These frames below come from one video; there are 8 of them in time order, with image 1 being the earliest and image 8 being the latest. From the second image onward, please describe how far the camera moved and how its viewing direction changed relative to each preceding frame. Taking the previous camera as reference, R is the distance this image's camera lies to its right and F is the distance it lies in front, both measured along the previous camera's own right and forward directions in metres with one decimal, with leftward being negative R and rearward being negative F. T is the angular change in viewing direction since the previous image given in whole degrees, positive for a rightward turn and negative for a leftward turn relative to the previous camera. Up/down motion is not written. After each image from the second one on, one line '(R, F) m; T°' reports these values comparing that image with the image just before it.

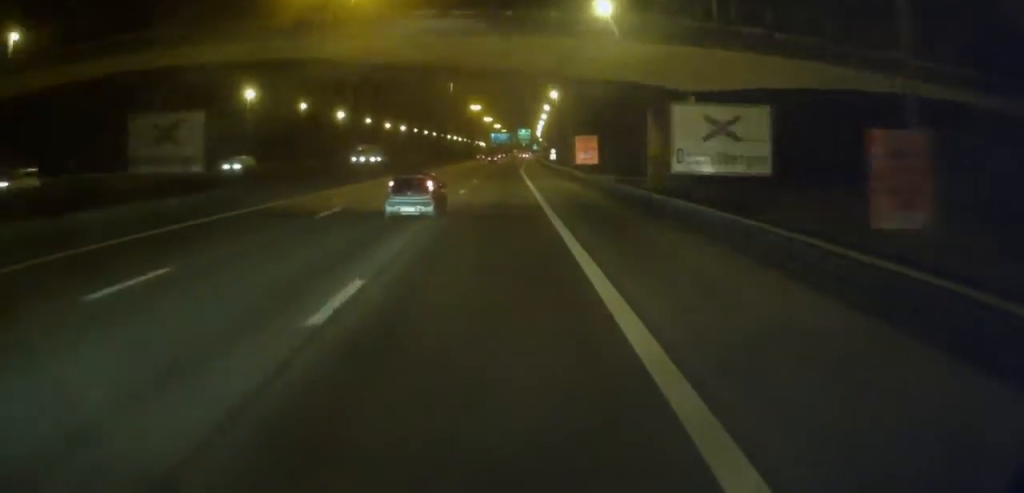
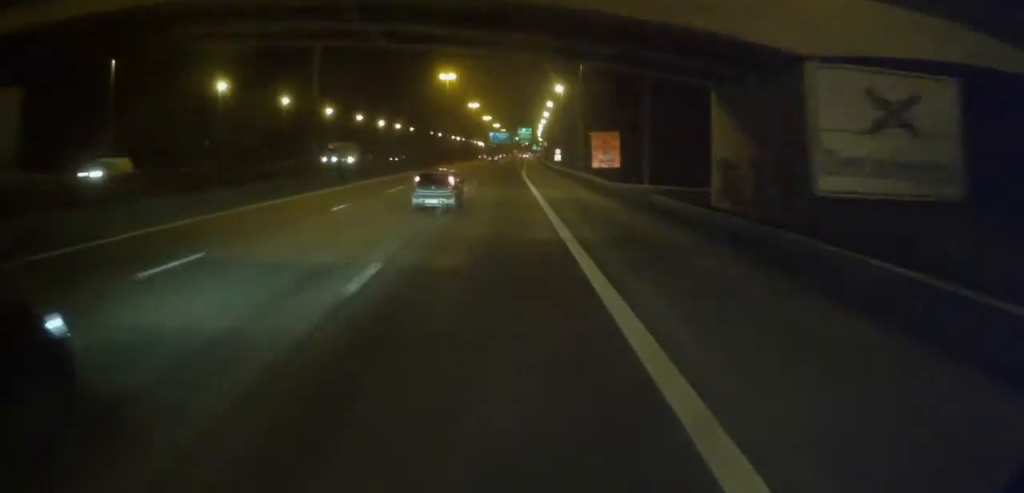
(-0.1, +11.0) m; 0°
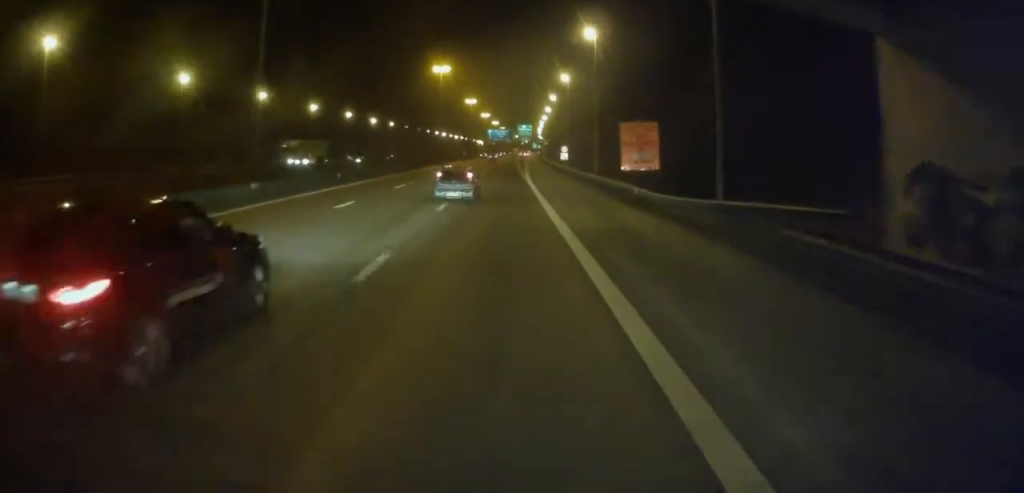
(-0.1, +11.7) m; 0°
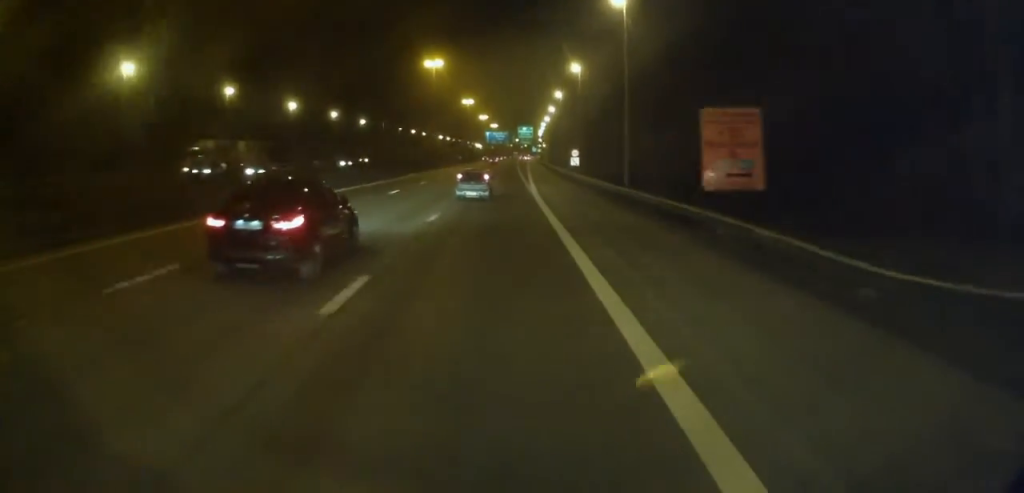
(+0.2, +14.1) m; +1°
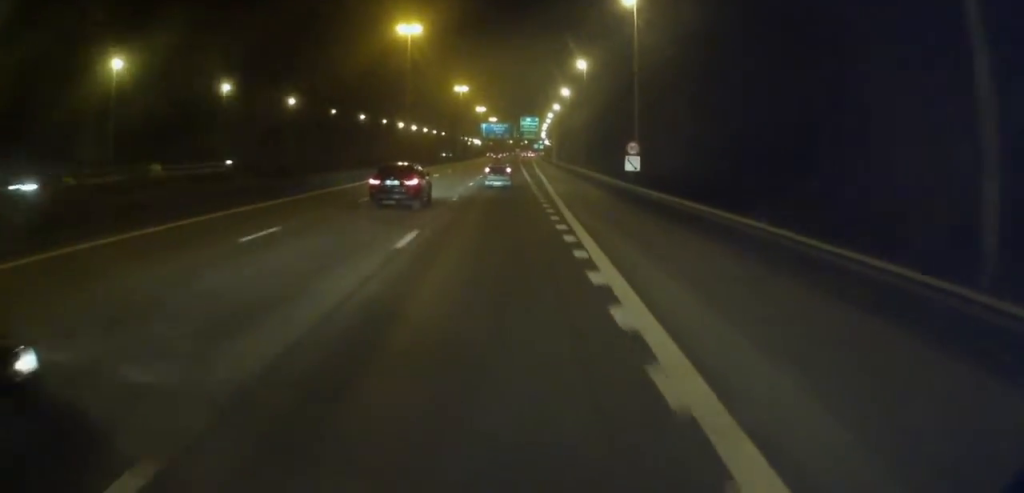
(+0.3, +32.0) m; 0°
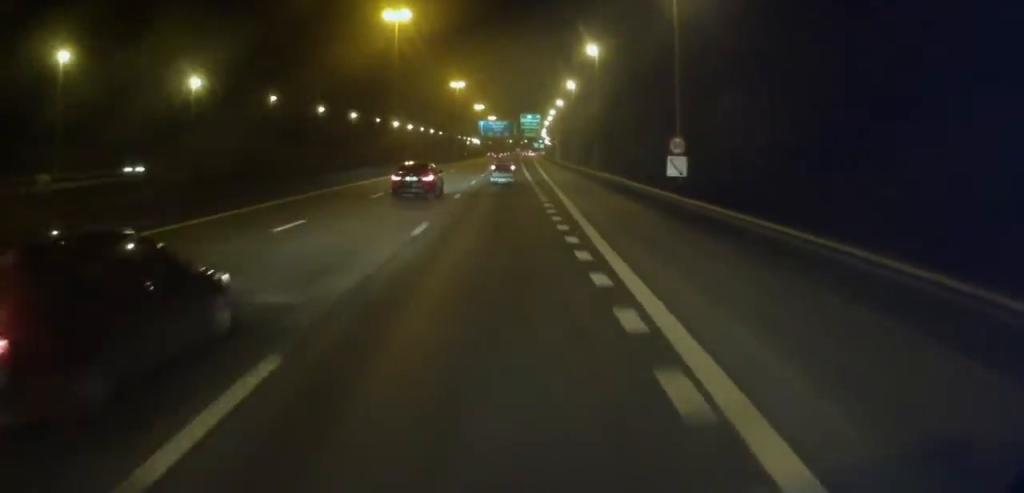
(-0.1, +10.2) m; 0°
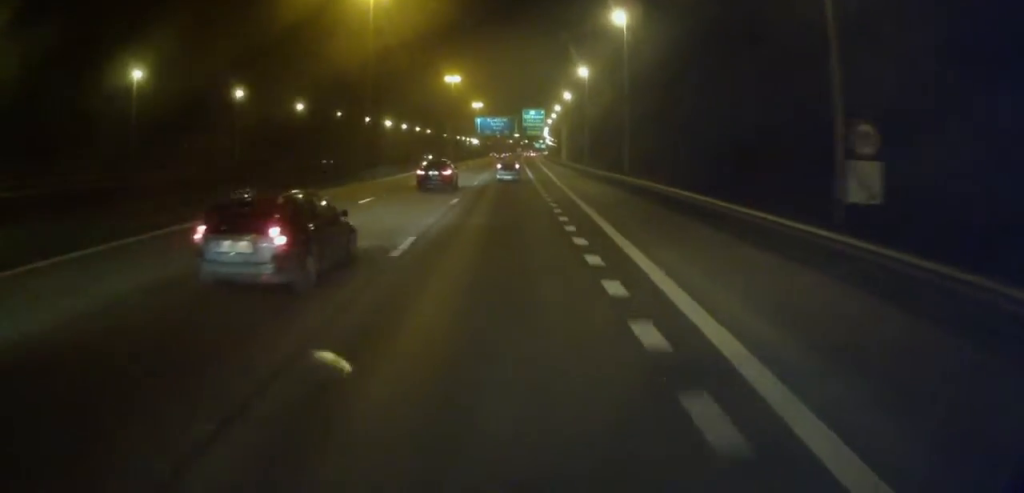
(-0.2, +15.7) m; -1°
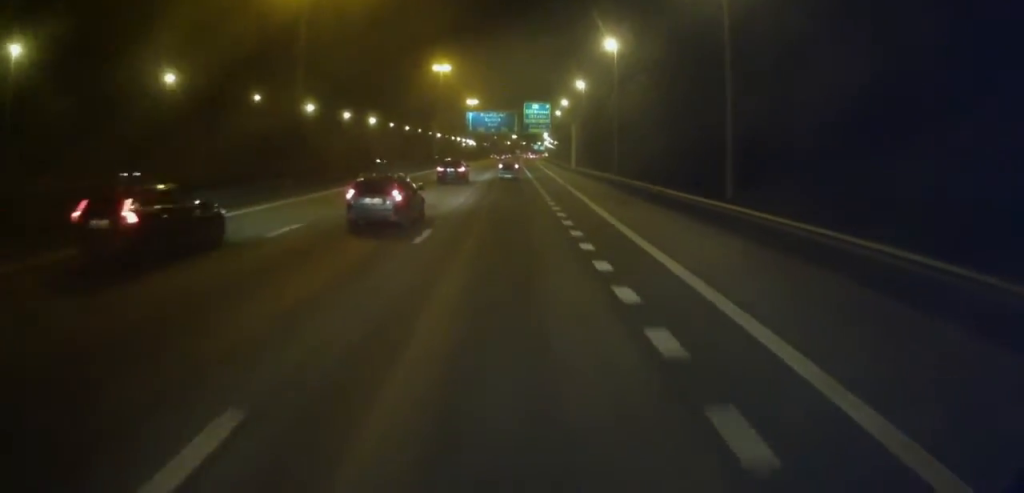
(0.0, +22.9) m; 0°
